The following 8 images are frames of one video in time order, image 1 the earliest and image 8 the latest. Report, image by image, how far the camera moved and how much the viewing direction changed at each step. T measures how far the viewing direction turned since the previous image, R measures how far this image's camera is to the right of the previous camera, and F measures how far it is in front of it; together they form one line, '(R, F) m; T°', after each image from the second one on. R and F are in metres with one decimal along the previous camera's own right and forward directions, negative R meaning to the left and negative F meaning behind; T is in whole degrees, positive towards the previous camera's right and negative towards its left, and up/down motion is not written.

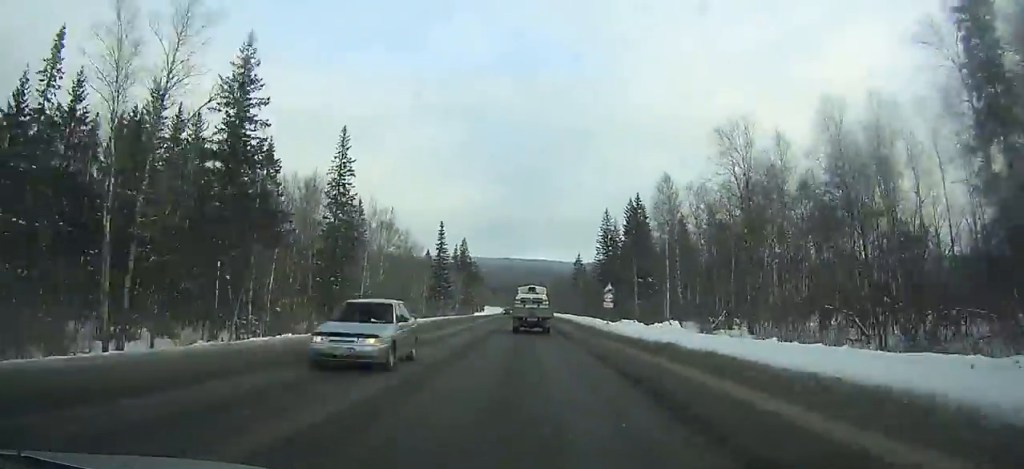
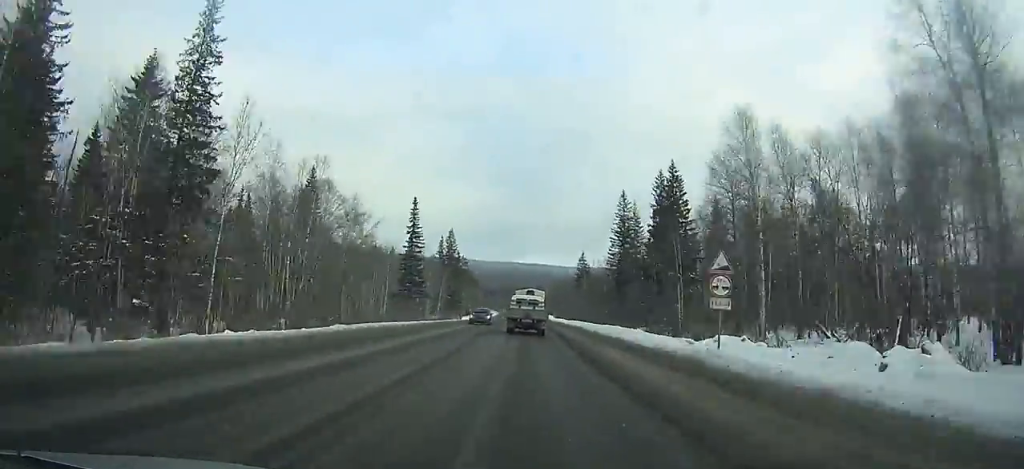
(0.0, +26.0) m; 0°
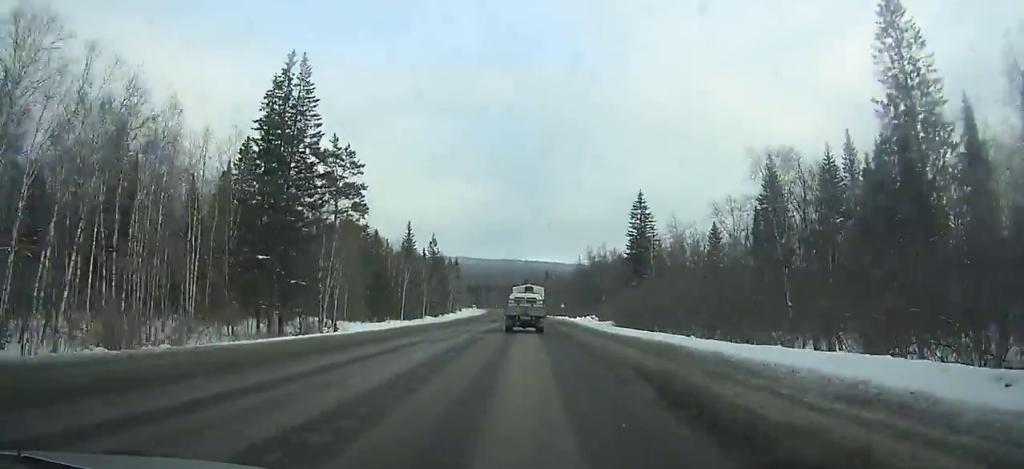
(-0.6, +104.3) m; -1°
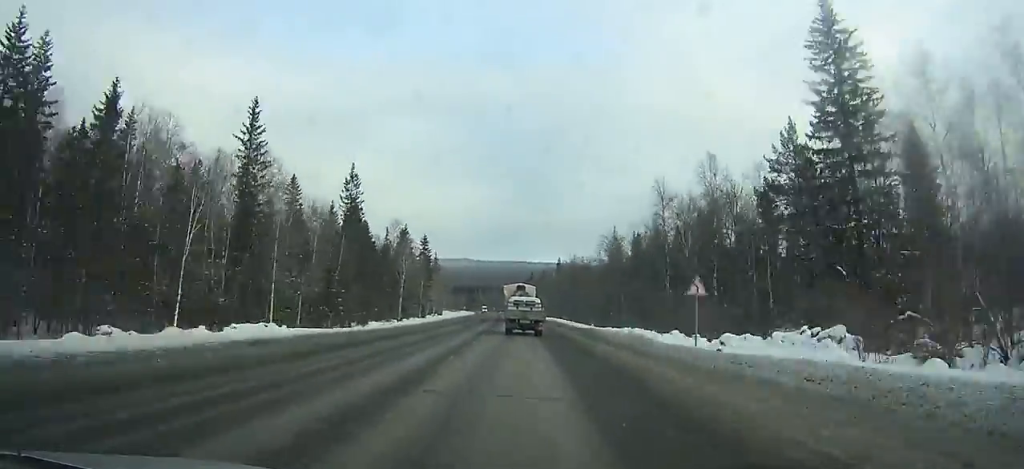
(0.0, +73.4) m; -1°
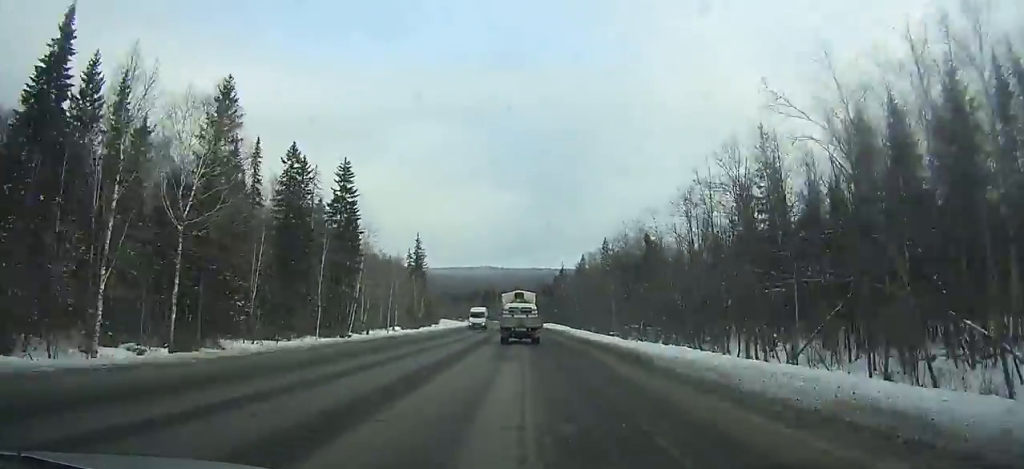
(-1.0, +73.0) m; -2°
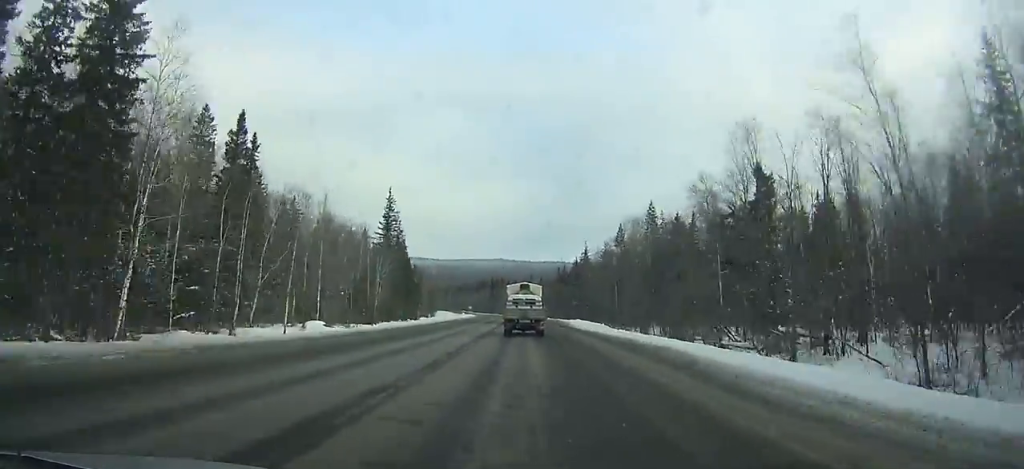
(-0.4, +40.2) m; -1°
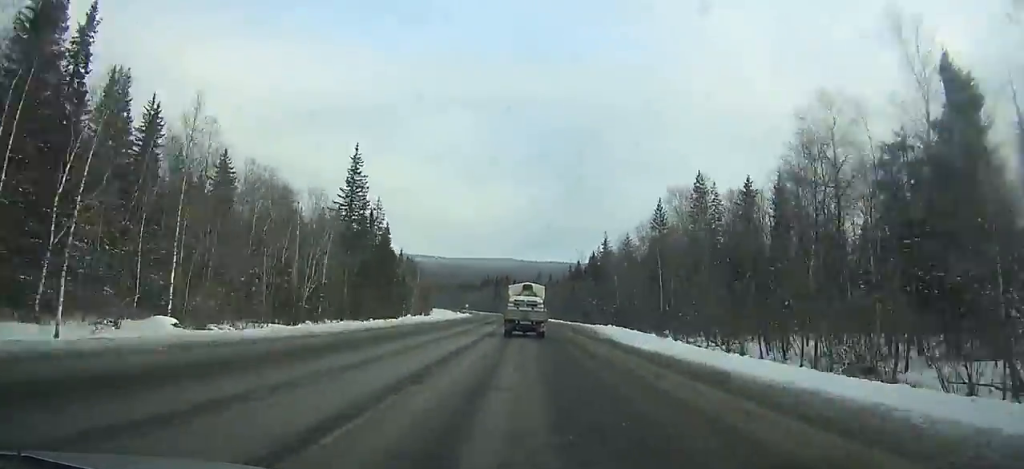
(-0.1, +24.8) m; -1°
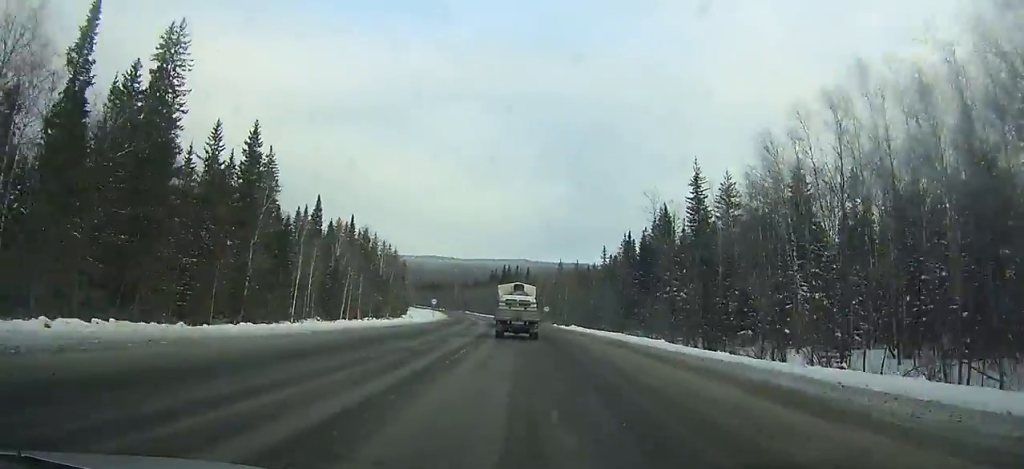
(-1.1, +64.1) m; -2°
